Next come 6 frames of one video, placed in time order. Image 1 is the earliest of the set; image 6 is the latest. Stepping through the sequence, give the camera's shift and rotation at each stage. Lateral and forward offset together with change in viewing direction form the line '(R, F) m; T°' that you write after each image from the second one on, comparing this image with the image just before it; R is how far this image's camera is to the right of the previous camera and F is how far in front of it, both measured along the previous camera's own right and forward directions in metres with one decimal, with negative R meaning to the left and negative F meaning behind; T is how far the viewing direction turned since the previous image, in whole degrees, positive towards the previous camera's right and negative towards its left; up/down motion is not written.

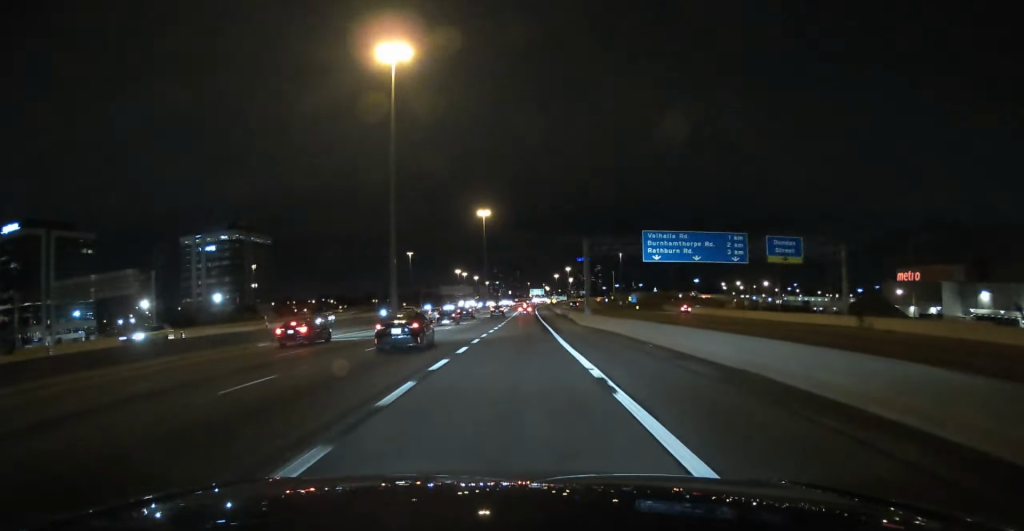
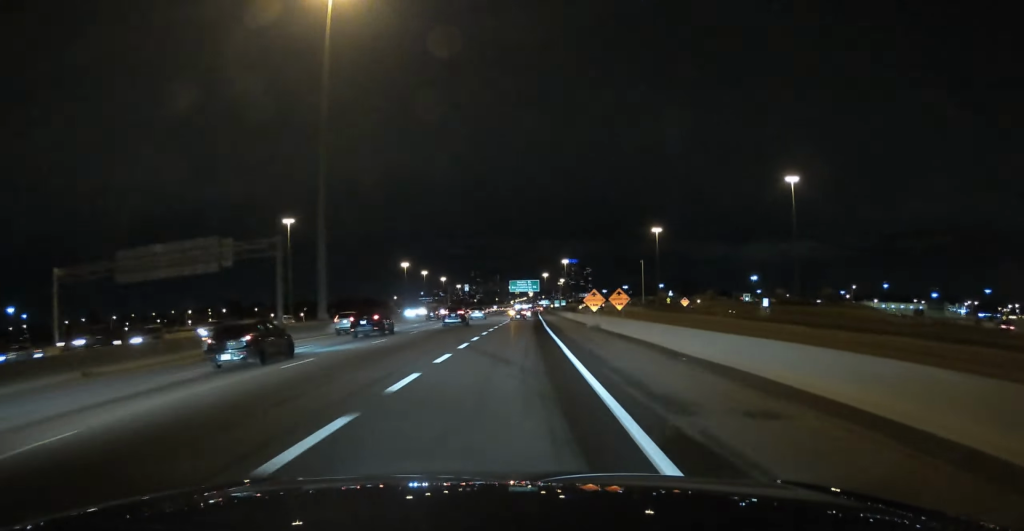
(+1.9, +188.1) m; +1°
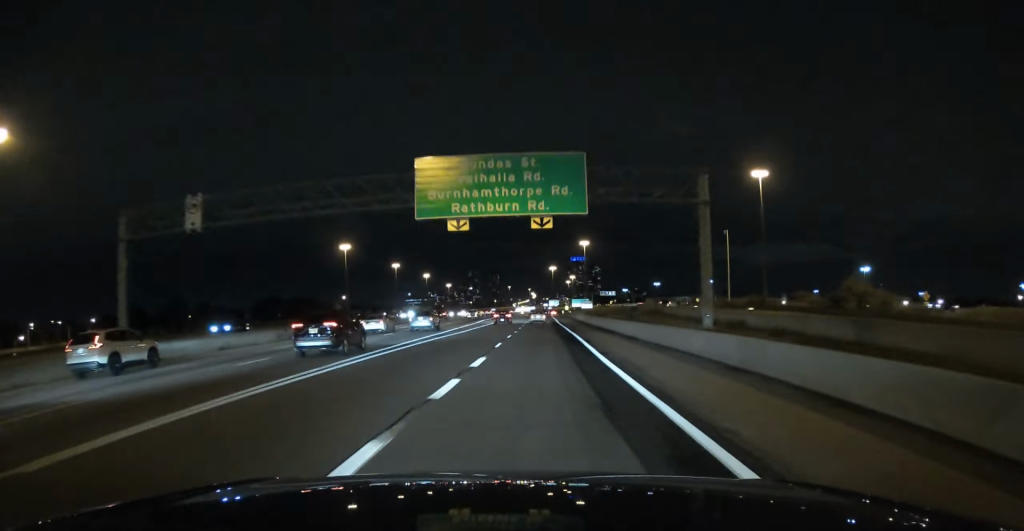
(+0.8, +141.9) m; +1°
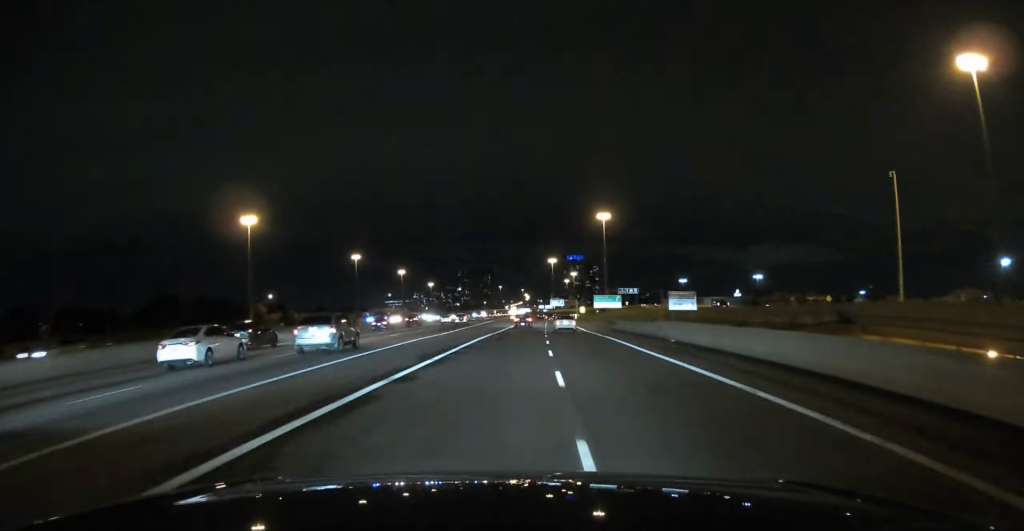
(-0.3, +94.7) m; +1°
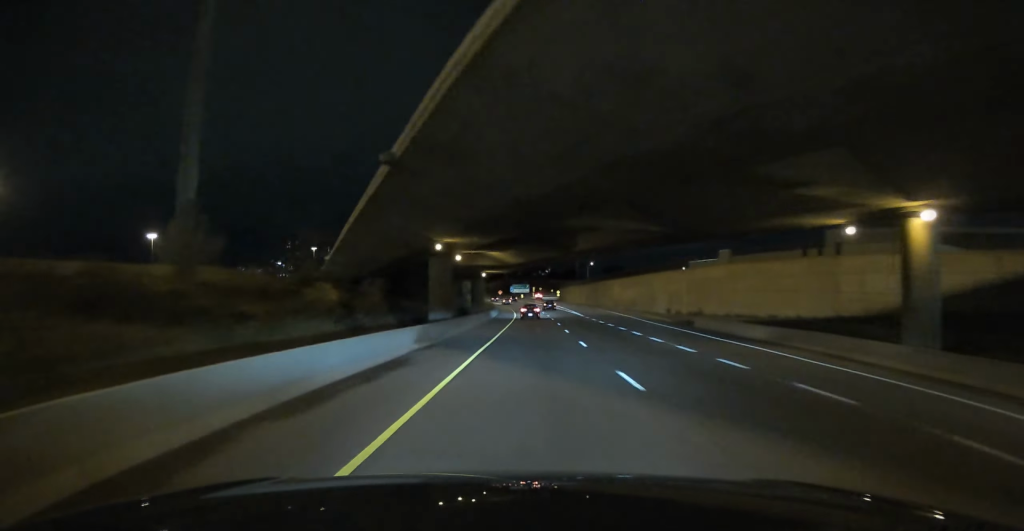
(+25.3, +367.7) m; +6°
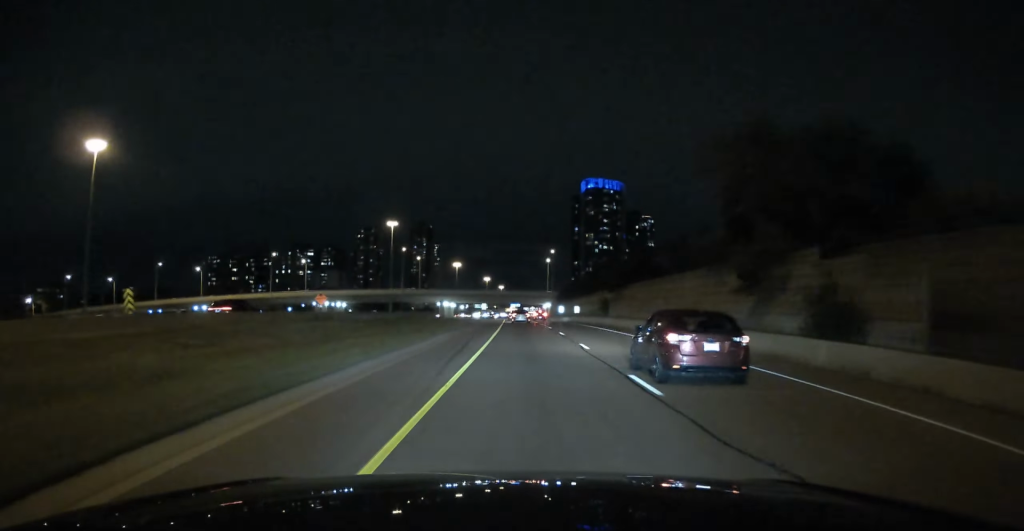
(-26.7, +357.5) m; -8°
